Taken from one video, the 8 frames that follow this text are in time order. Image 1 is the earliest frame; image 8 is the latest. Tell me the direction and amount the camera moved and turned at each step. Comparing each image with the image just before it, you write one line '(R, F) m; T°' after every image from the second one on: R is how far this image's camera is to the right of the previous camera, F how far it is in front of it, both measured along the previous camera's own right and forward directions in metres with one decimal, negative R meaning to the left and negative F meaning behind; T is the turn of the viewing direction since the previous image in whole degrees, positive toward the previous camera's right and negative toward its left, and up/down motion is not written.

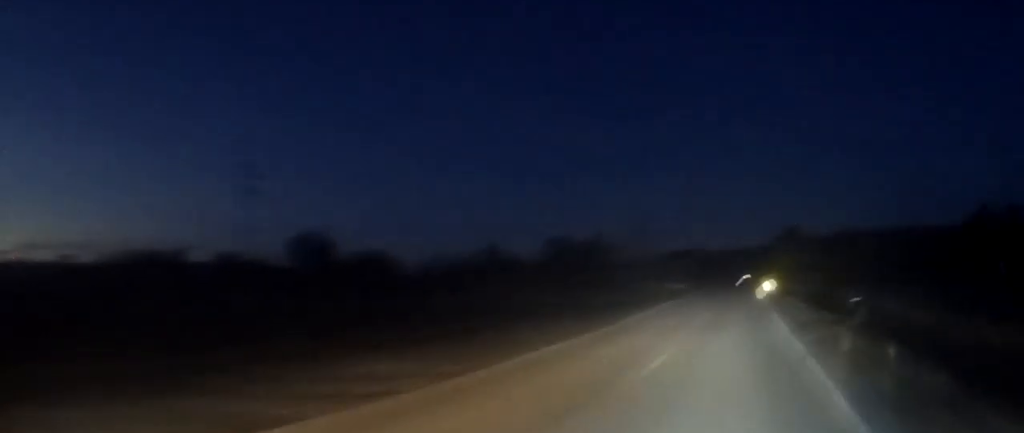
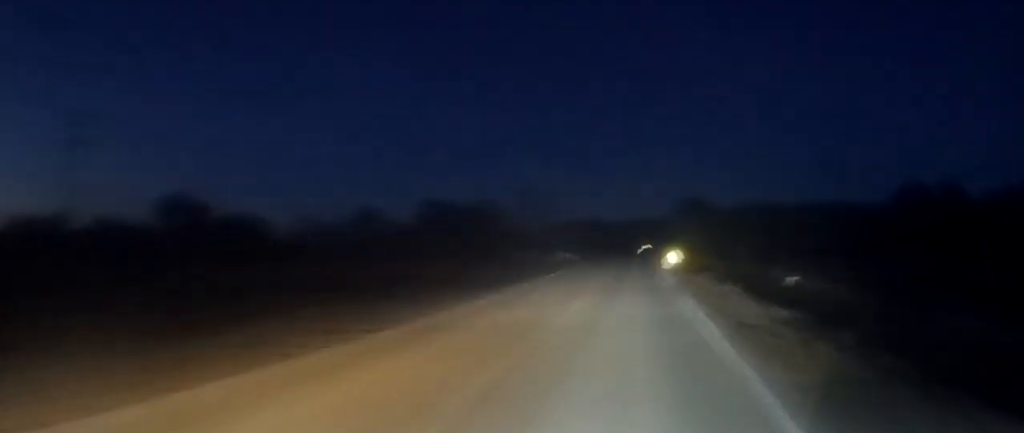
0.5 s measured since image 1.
(+0.1, +9.8) m; +1°
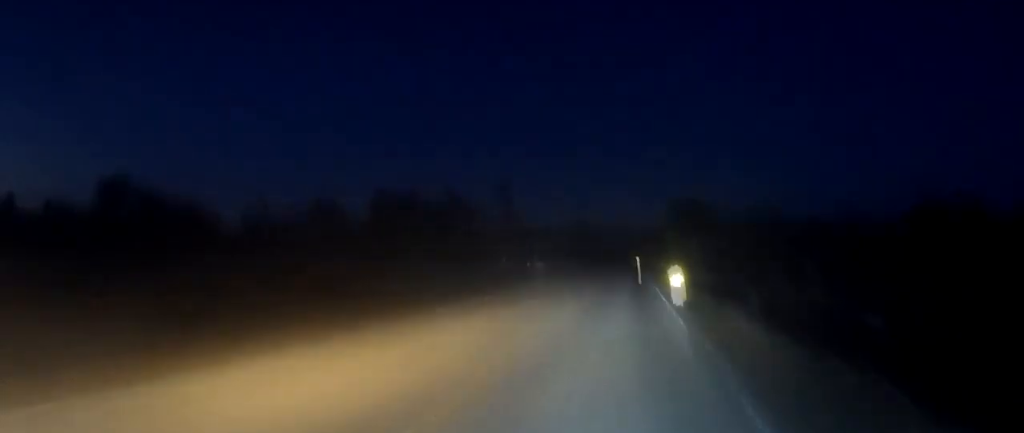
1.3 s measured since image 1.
(+0.2, +13.7) m; 0°
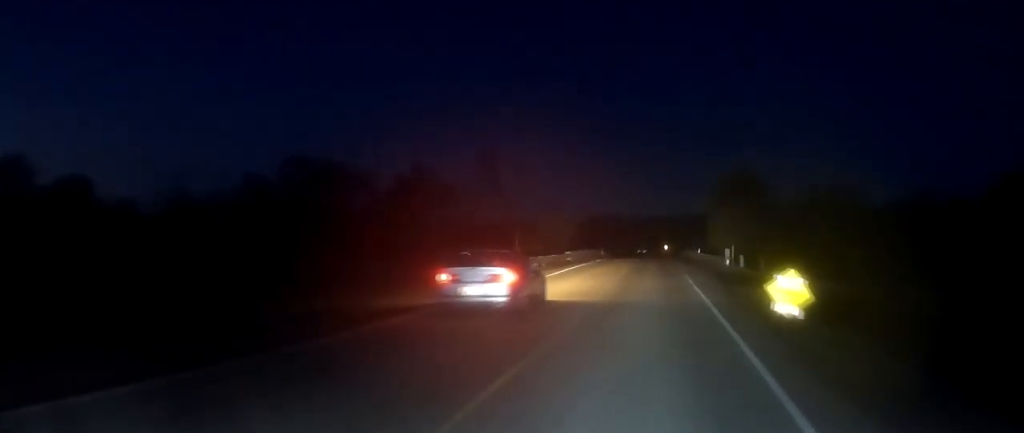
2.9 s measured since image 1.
(-0.4, +27.8) m; -1°
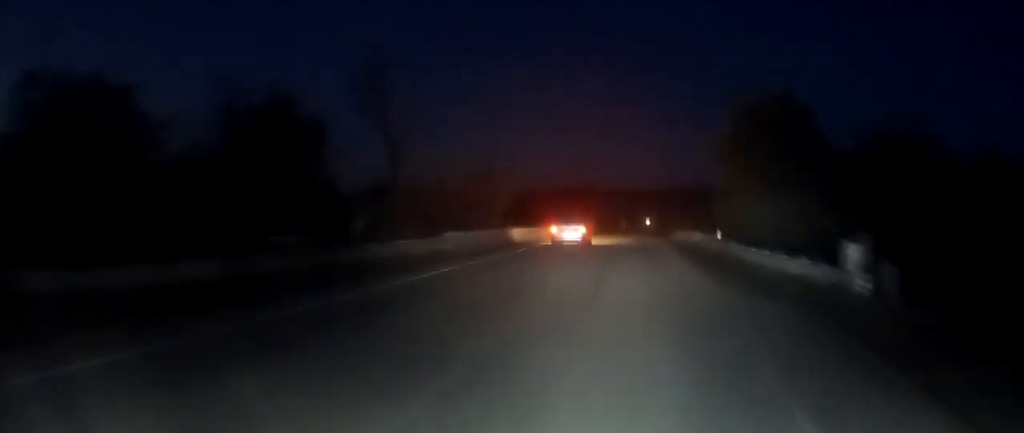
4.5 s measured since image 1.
(0.0, +29.5) m; -1°
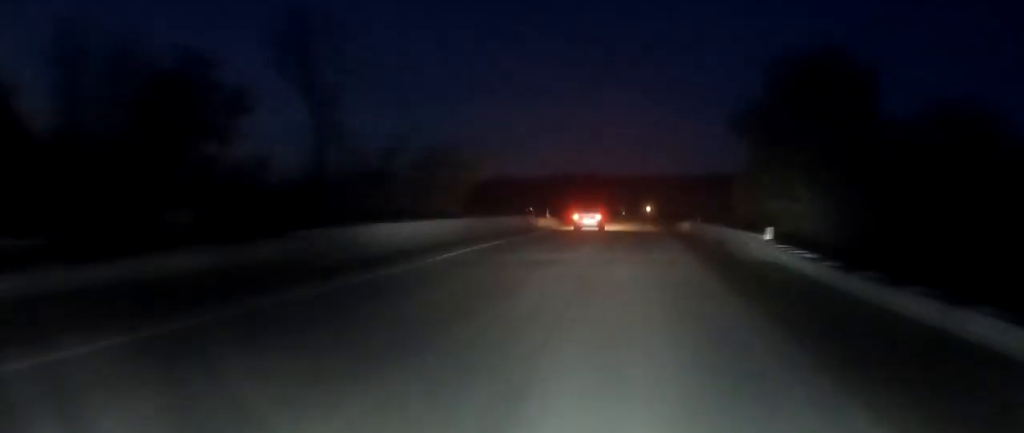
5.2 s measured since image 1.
(-0.2, +11.6) m; -1°
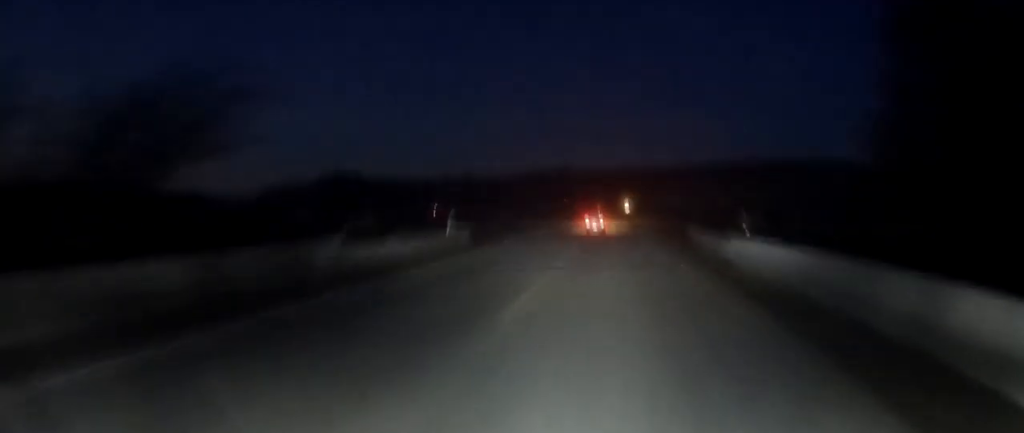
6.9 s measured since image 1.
(-0.1, +28.2) m; 0°
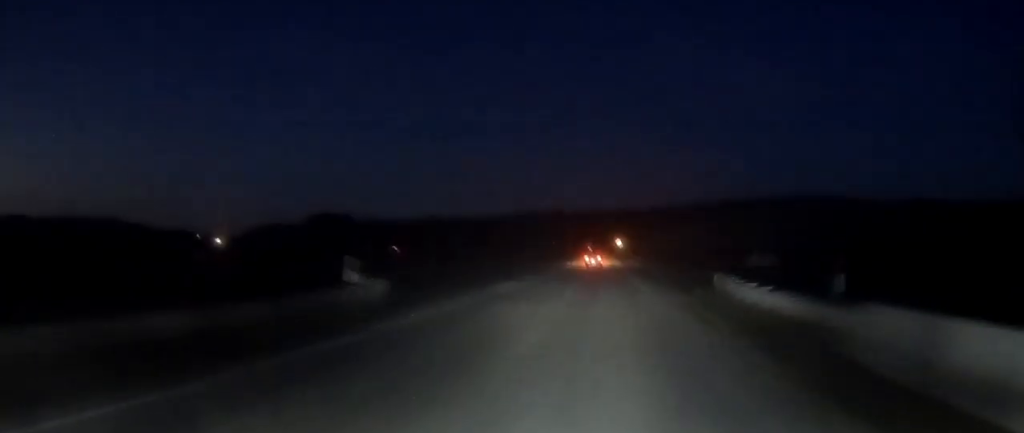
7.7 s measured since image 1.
(+0.1, +12.0) m; 0°
